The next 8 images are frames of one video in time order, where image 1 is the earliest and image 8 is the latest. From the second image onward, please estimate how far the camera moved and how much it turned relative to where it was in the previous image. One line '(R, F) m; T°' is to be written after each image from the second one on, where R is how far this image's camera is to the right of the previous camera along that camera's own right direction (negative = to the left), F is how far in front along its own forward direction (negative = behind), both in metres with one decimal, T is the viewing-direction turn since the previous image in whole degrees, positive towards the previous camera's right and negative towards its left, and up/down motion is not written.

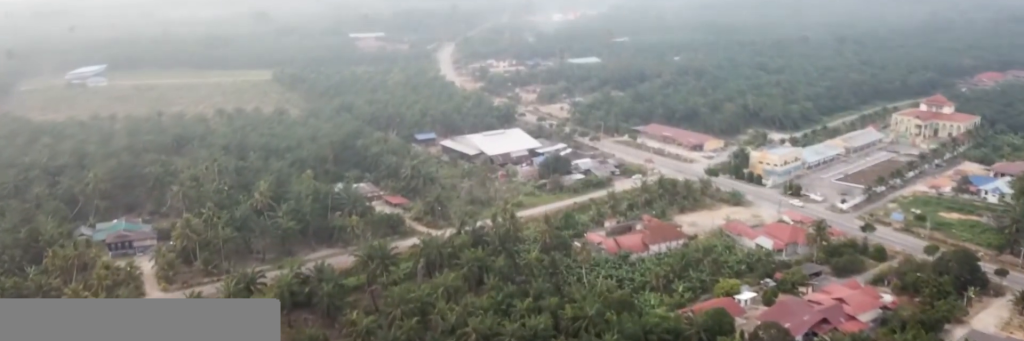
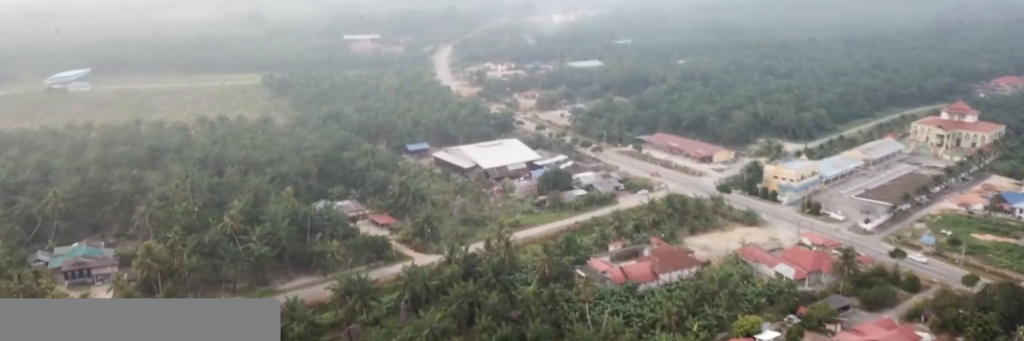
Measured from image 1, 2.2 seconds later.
(0.0, +21.7) m; 0°
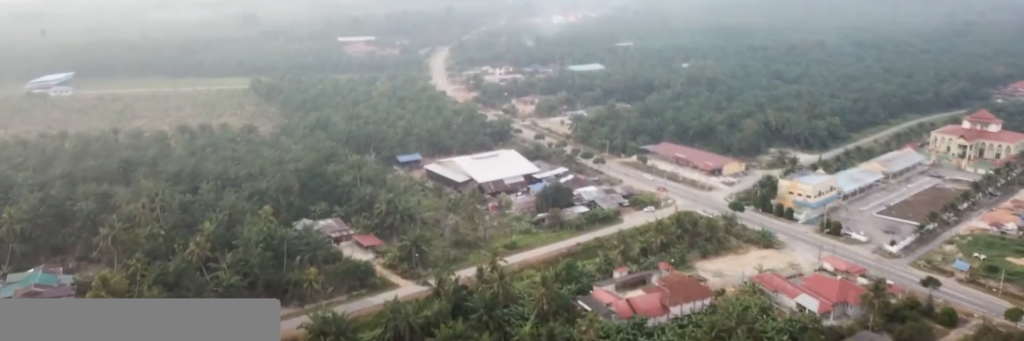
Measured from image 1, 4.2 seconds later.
(0.0, +19.9) m; 0°
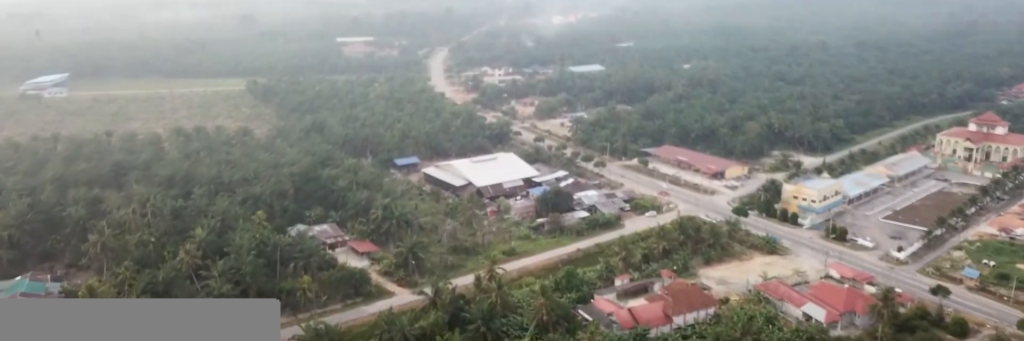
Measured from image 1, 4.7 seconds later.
(0.0, +5.0) m; 0°
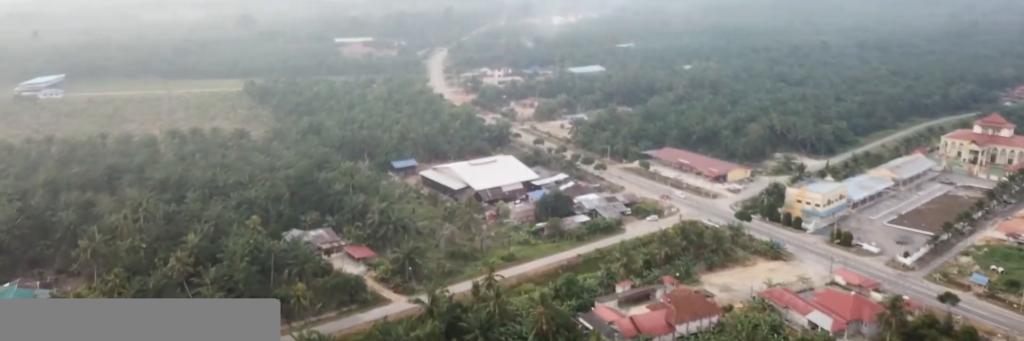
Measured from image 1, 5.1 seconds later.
(0.0, +4.3) m; 0°
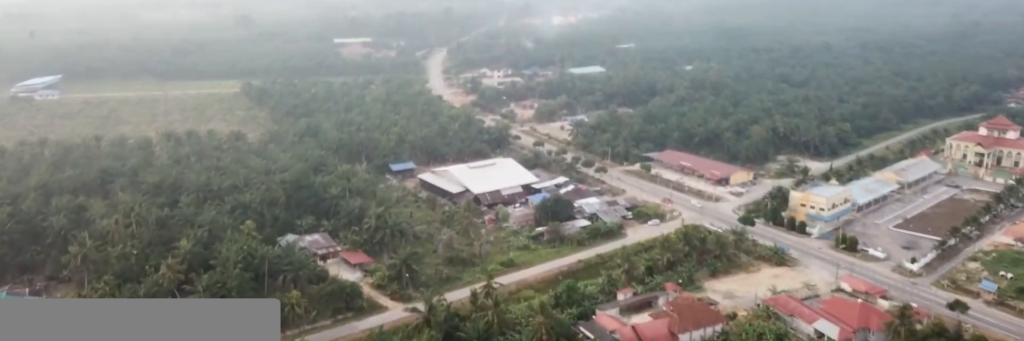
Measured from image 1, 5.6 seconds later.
(0.0, +4.6) m; 0°
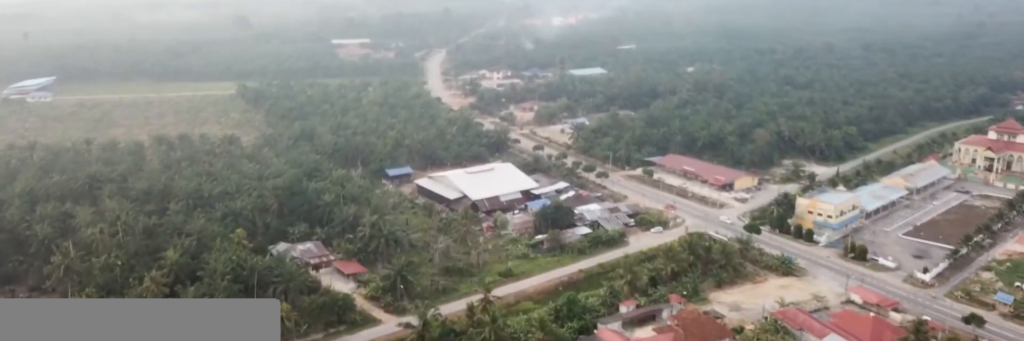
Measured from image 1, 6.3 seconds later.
(-0.1, +6.9) m; -1°
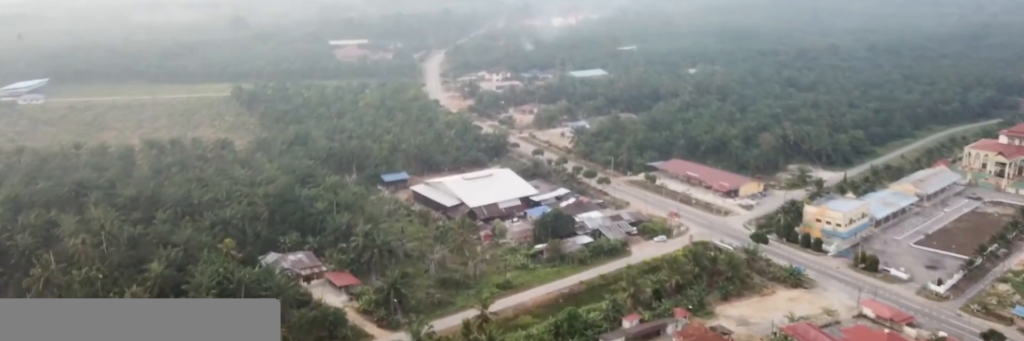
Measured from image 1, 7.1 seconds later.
(0.0, +7.9) m; +1°
